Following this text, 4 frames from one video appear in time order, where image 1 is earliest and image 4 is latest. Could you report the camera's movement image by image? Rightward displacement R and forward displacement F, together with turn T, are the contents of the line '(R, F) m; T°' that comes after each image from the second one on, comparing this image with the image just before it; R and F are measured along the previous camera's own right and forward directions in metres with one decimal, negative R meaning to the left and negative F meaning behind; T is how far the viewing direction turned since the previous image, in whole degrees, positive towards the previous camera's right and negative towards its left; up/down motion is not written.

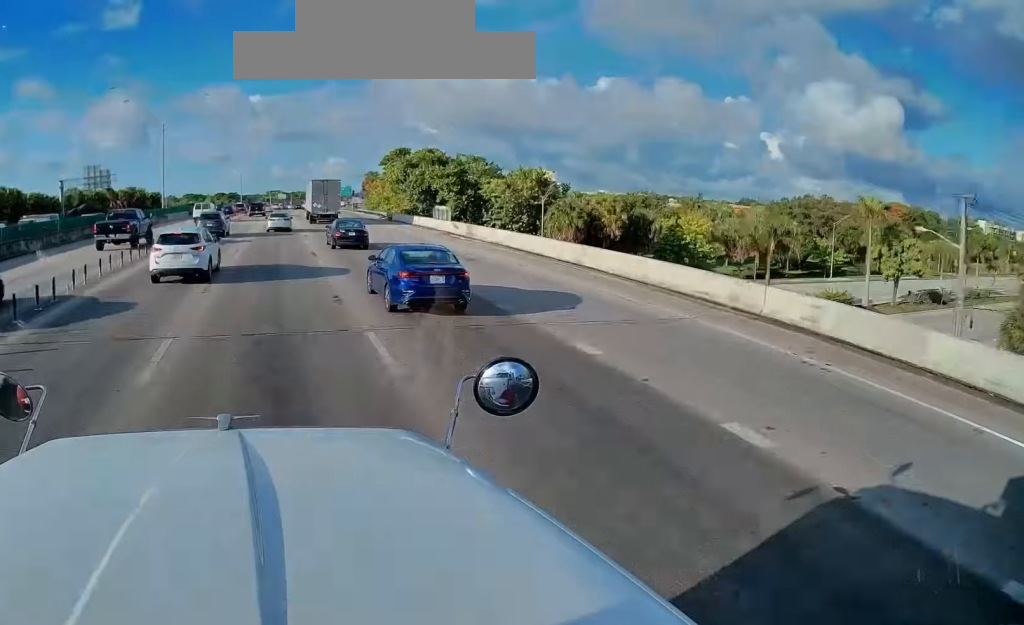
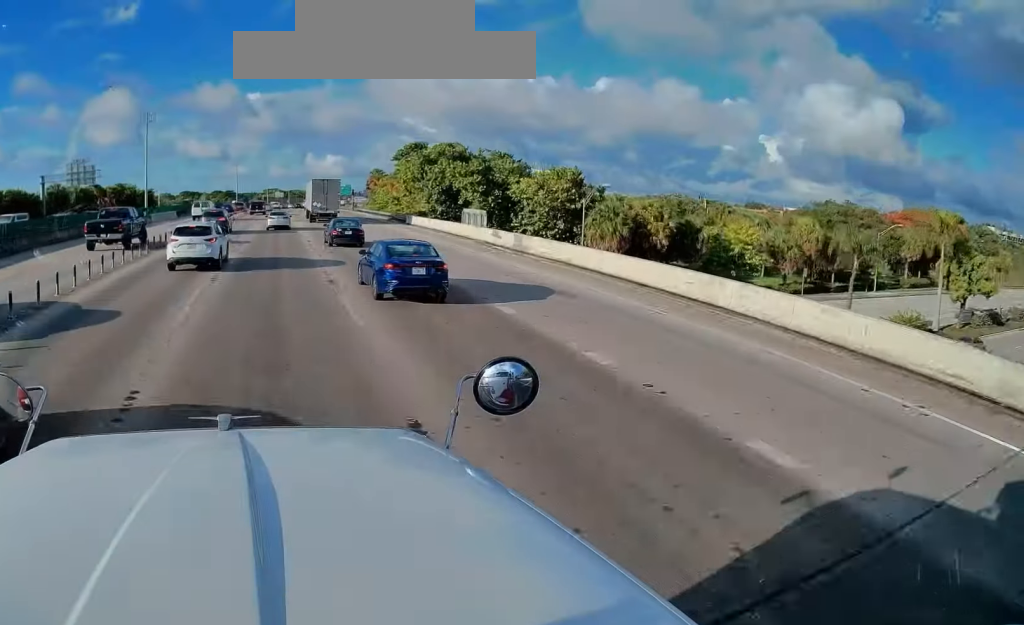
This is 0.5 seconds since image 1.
(0.0, +9.0) m; 0°
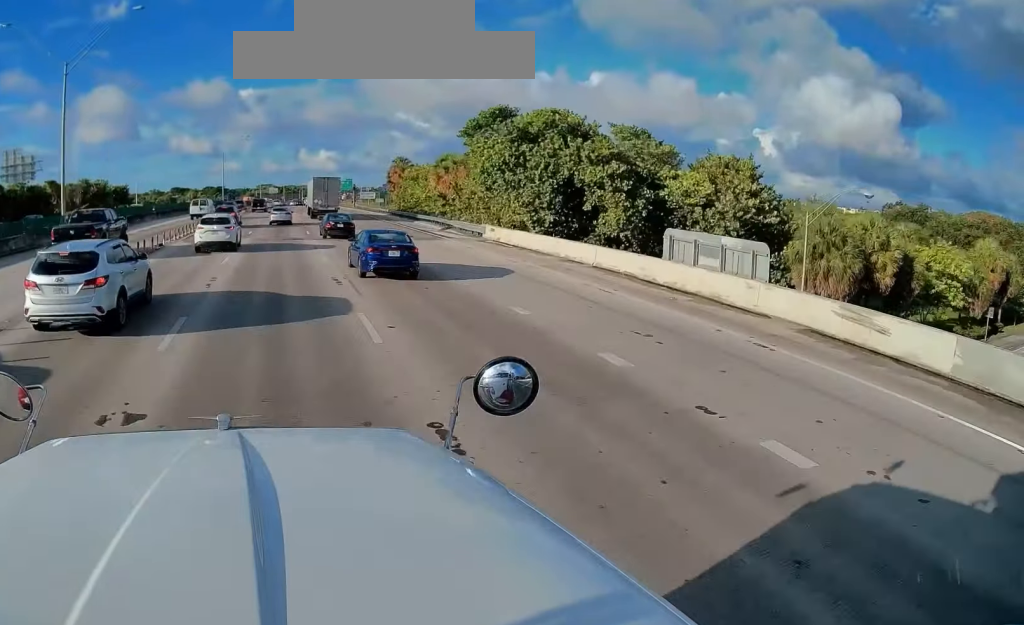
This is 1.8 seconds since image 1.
(+0.3, +24.7) m; 0°
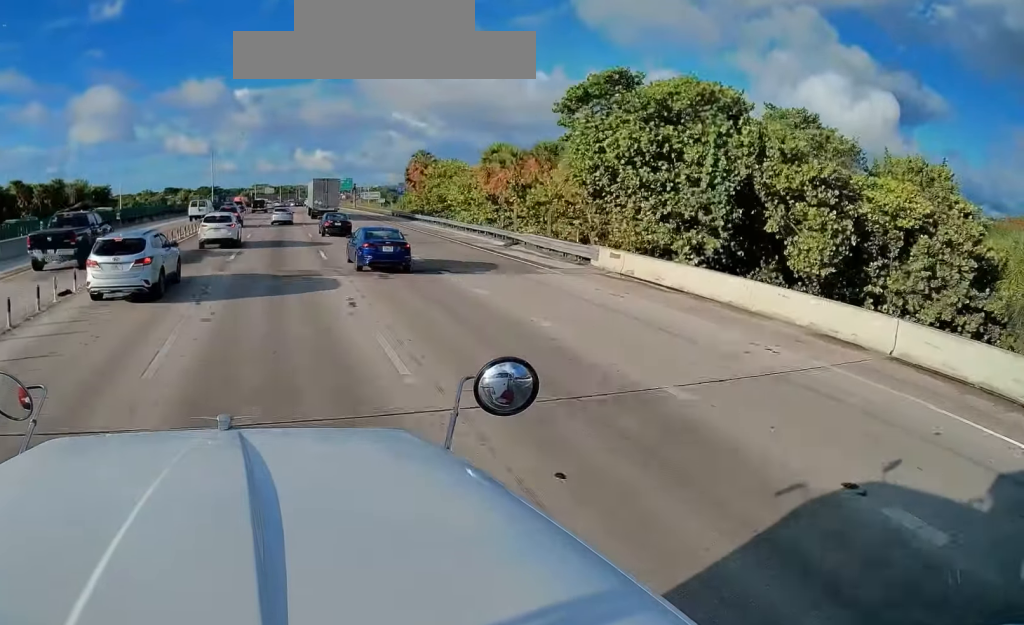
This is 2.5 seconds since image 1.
(-0.3, +14.3) m; +1°
